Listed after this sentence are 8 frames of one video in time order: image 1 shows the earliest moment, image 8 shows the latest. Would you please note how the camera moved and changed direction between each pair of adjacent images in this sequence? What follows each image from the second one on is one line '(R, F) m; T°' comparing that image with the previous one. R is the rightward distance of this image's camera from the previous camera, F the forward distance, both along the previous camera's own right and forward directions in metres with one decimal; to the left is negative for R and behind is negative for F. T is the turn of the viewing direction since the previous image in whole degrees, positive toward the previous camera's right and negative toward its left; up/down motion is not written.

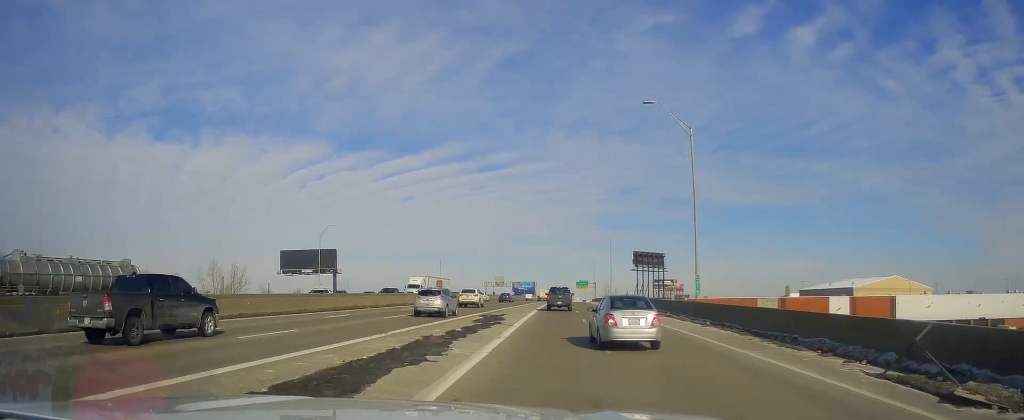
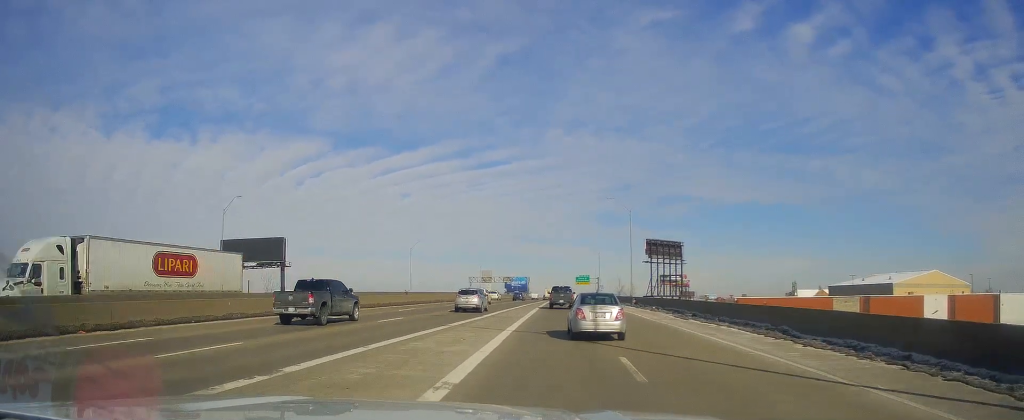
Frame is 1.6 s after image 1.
(-0.1, +35.0) m; 0°
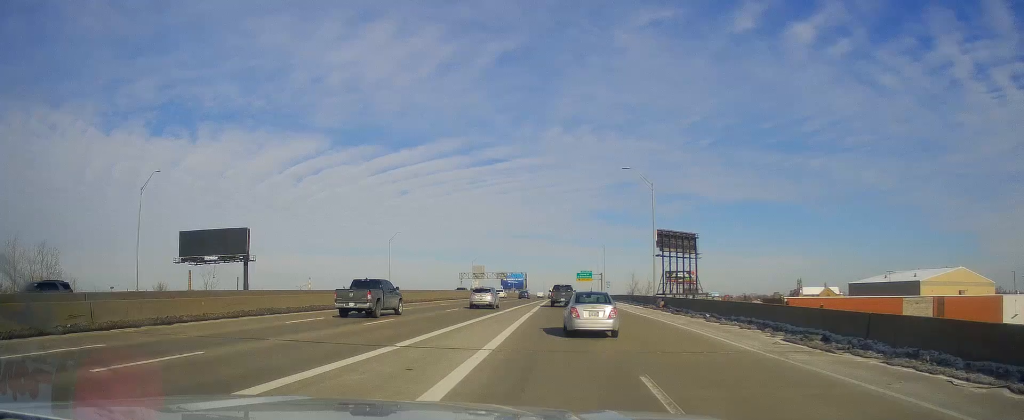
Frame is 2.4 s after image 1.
(+0.1, +18.6) m; 0°
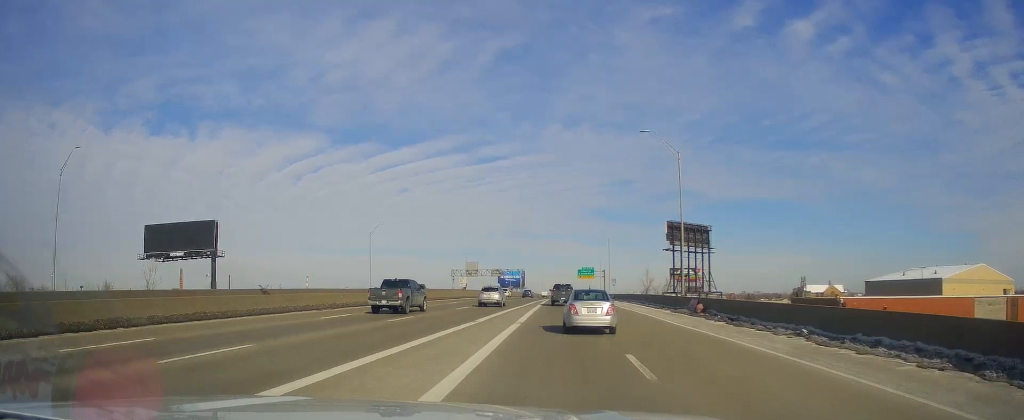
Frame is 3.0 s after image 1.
(0.0, +13.5) m; 0°
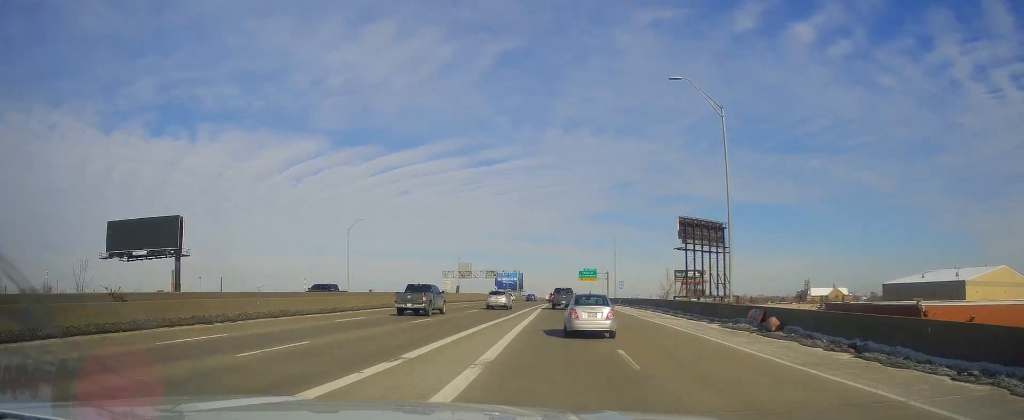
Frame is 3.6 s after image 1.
(0.0, +12.8) m; 0°
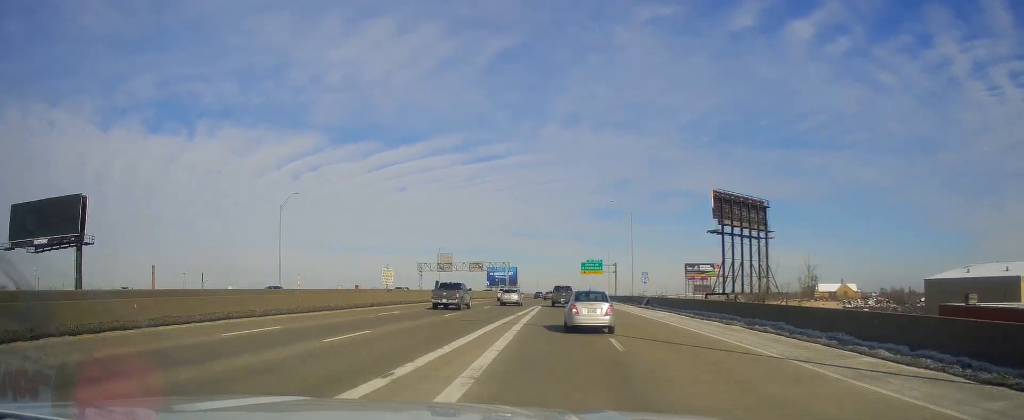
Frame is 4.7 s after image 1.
(0.0, +26.6) m; 0°
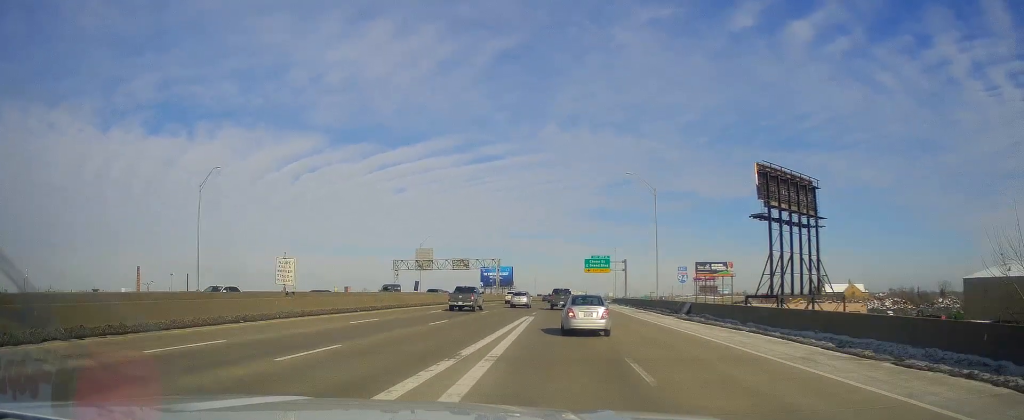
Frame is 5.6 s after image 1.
(0.0, +20.0) m; 0°
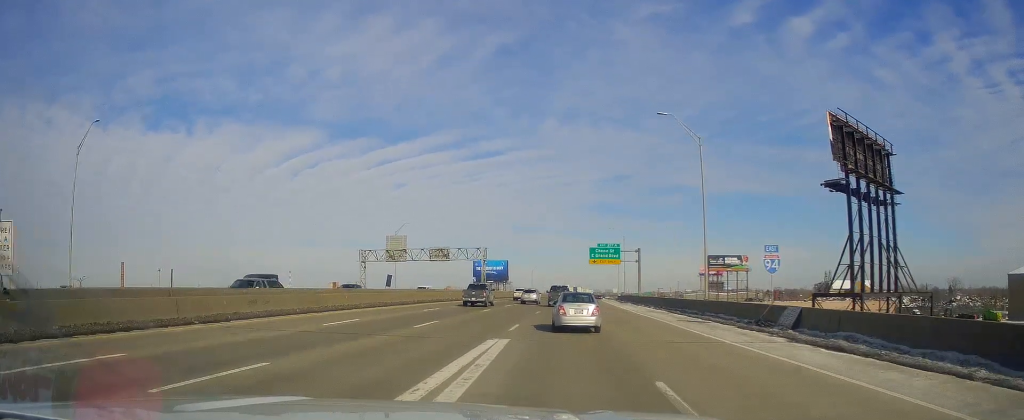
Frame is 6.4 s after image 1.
(0.0, +19.6) m; 0°
